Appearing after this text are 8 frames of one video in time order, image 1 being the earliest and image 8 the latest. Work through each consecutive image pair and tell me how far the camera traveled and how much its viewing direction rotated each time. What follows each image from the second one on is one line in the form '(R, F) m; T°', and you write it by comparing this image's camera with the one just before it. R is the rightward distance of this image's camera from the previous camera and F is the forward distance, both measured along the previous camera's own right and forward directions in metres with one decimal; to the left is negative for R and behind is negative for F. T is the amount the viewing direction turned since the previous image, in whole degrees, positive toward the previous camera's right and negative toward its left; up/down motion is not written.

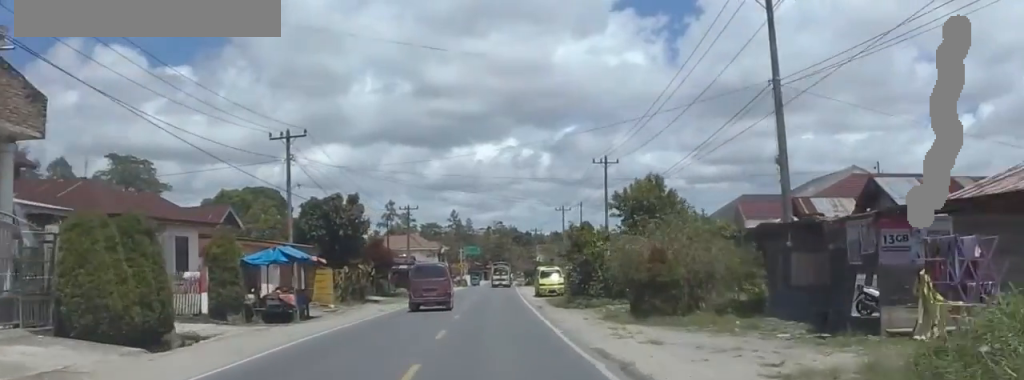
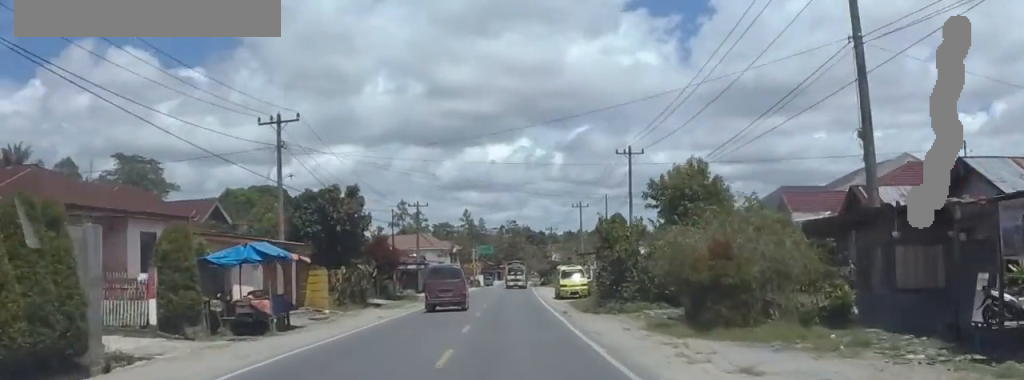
(-0.3, +5.4) m; 0°
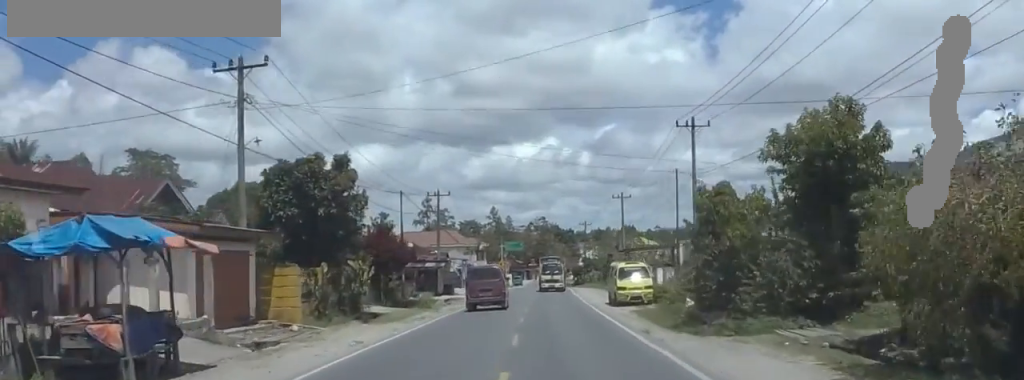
(-0.6, +11.6) m; -1°
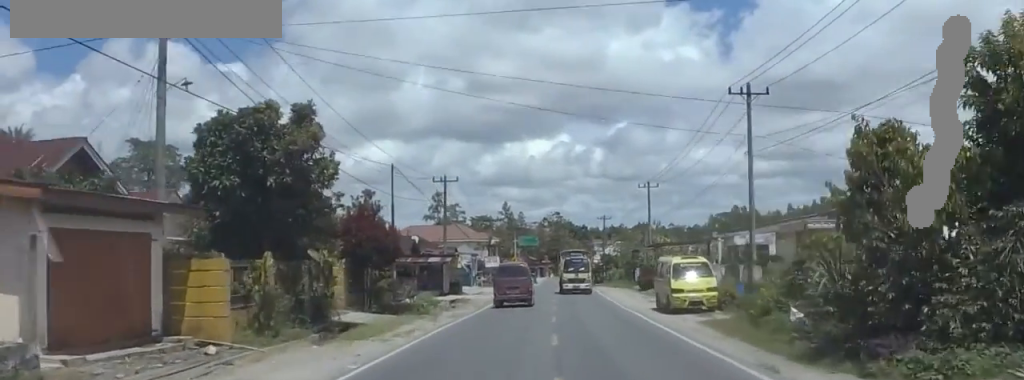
(+0.7, +9.0) m; -1°
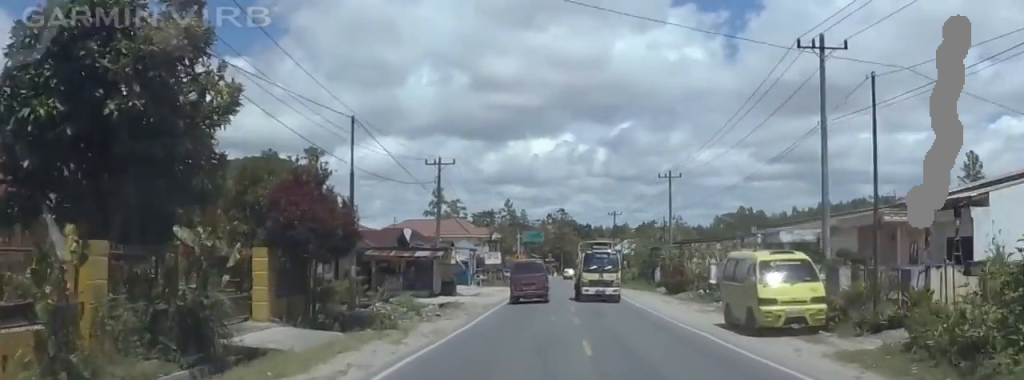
(-0.8, +9.5) m; -4°
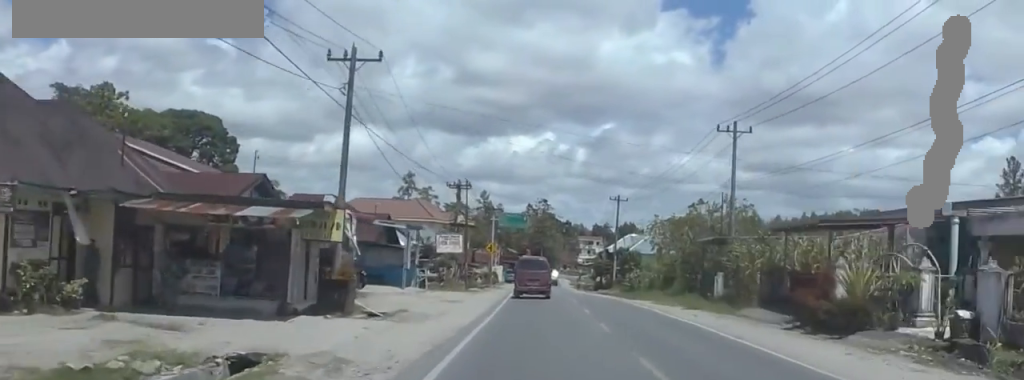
(+1.3, +27.8) m; +9°
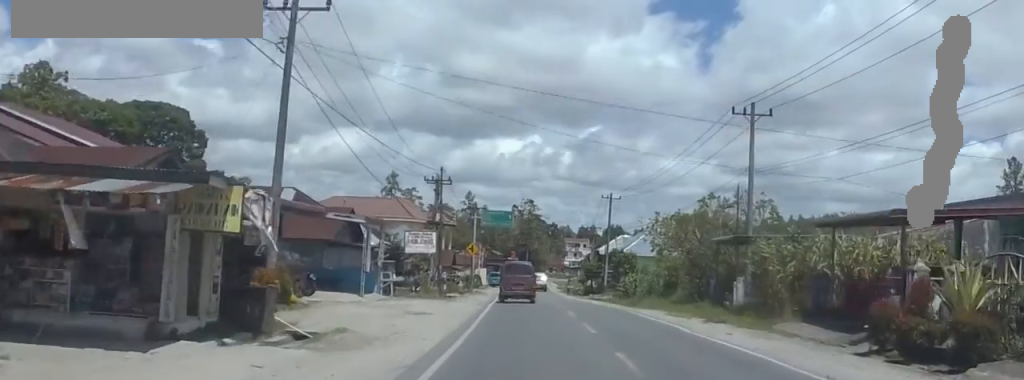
(+0.2, +6.7) m; +1°
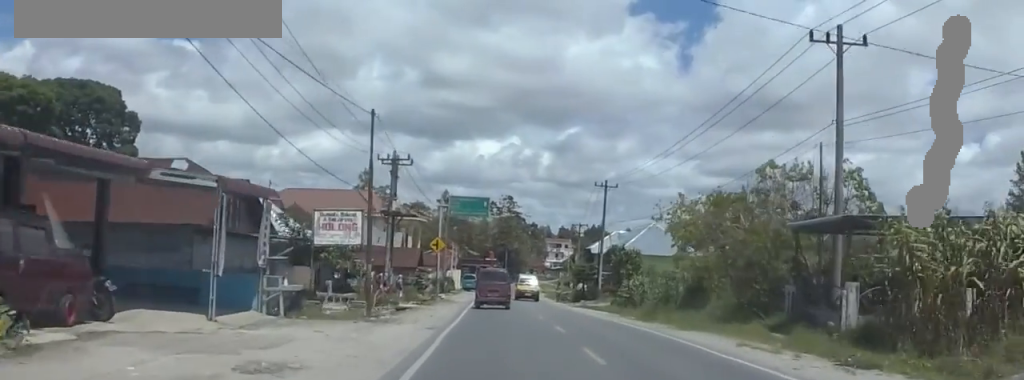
(-0.4, +14.1) m; -5°
